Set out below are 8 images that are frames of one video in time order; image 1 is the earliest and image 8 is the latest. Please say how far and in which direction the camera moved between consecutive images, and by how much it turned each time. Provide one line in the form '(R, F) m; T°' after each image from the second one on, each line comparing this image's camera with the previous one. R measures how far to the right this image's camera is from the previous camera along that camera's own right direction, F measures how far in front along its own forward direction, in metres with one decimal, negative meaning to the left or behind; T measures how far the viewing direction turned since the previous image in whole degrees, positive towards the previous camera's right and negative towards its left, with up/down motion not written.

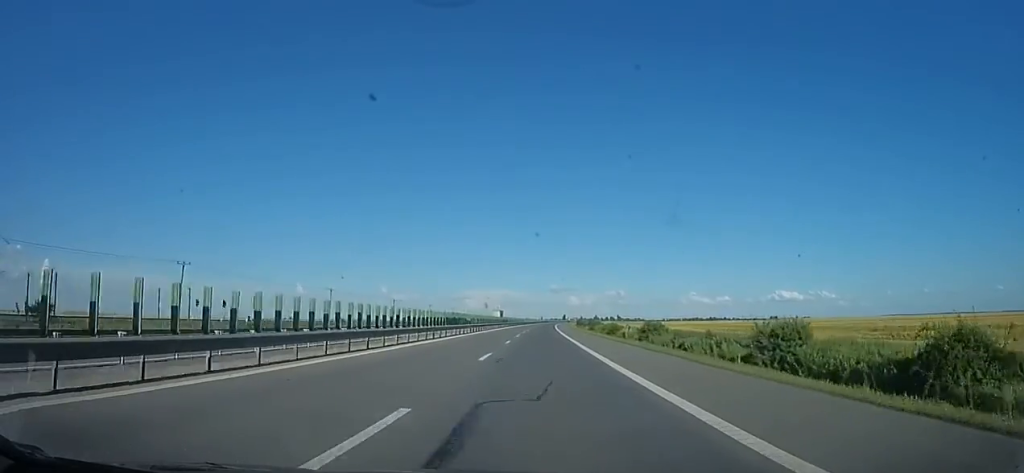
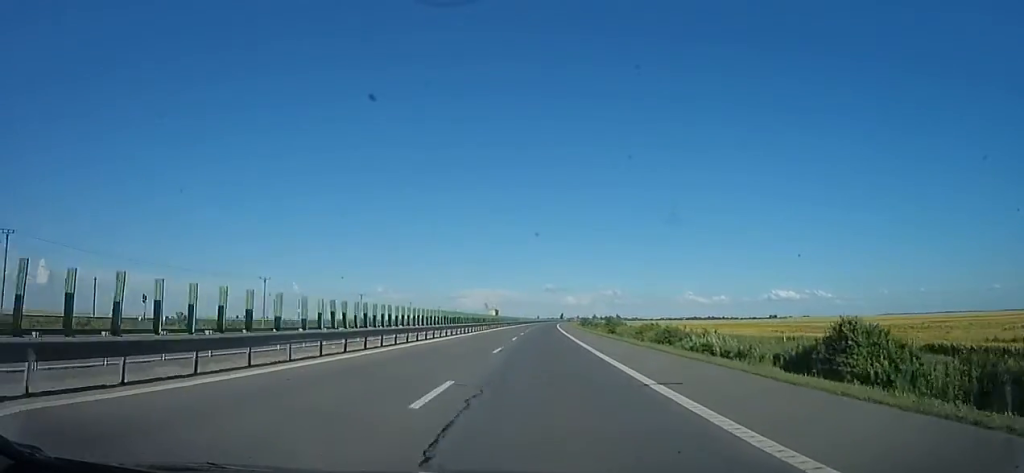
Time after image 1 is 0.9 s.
(+0.1, +29.1) m; +1°
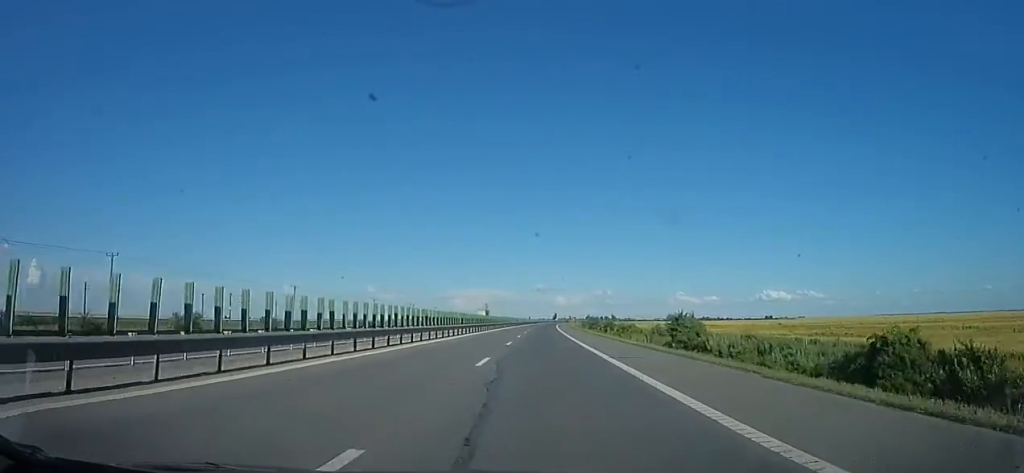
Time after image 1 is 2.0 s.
(+0.9, +38.0) m; +1°
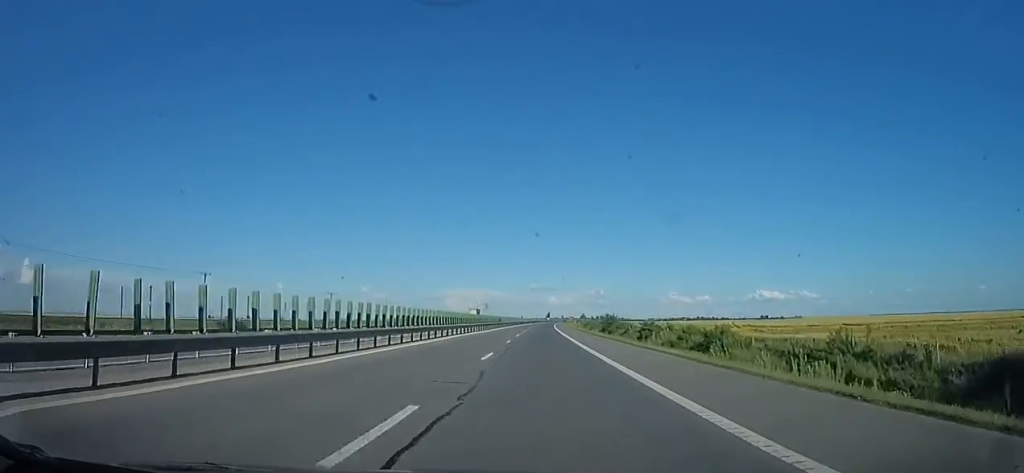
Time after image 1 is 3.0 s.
(-0.4, +31.8) m; 0°
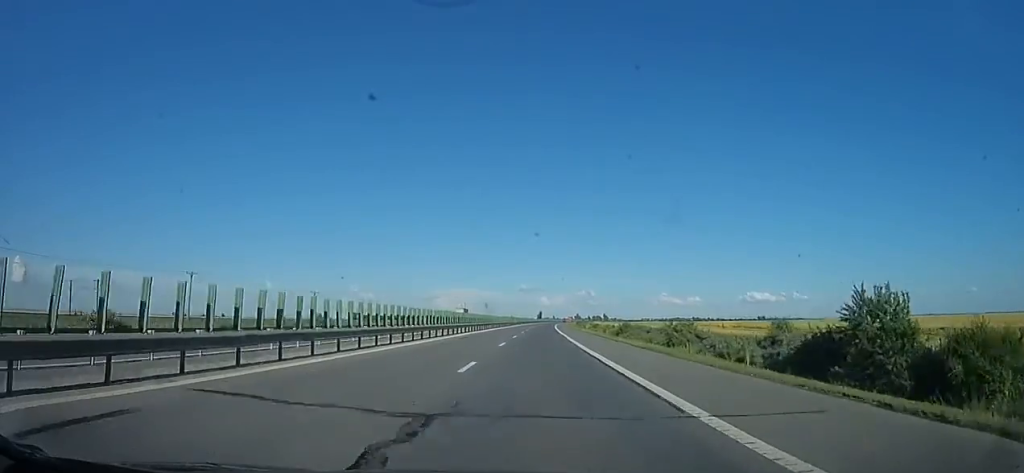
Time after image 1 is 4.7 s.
(+0.4, +61.9) m; 0°
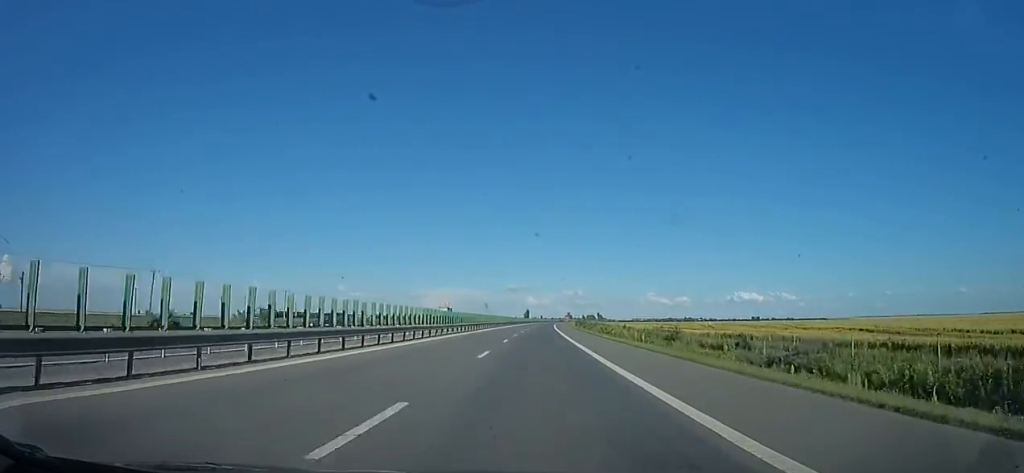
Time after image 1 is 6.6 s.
(+0.9, +66.4) m; +2°
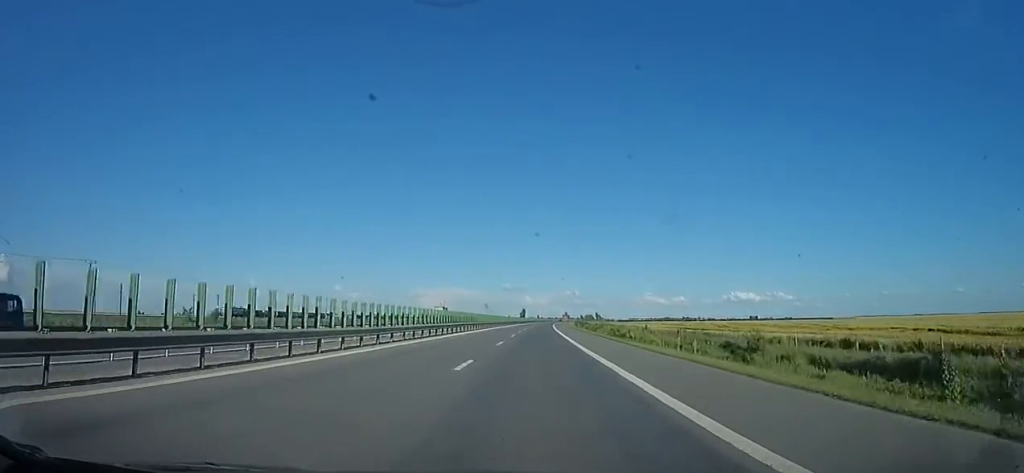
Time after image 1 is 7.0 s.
(0.0, +15.7) m; 0°
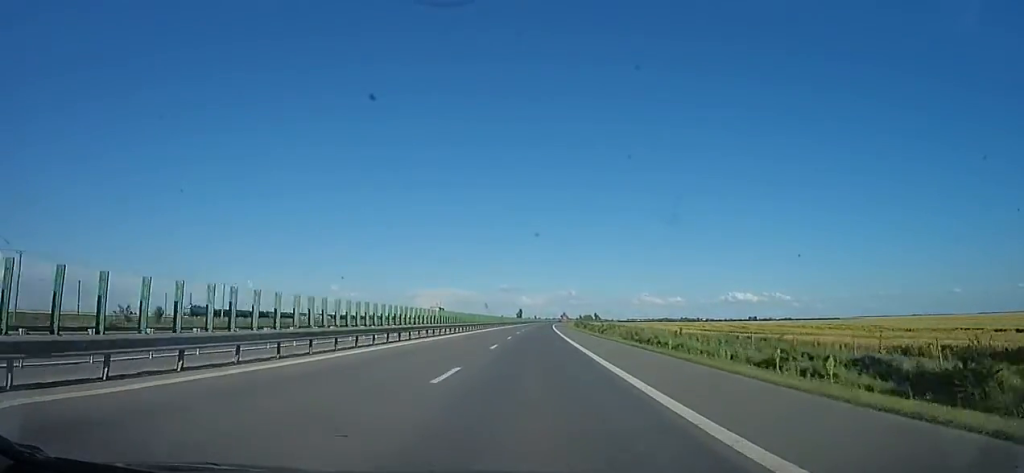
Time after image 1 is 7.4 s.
(0.0, +14.5) m; 0°
